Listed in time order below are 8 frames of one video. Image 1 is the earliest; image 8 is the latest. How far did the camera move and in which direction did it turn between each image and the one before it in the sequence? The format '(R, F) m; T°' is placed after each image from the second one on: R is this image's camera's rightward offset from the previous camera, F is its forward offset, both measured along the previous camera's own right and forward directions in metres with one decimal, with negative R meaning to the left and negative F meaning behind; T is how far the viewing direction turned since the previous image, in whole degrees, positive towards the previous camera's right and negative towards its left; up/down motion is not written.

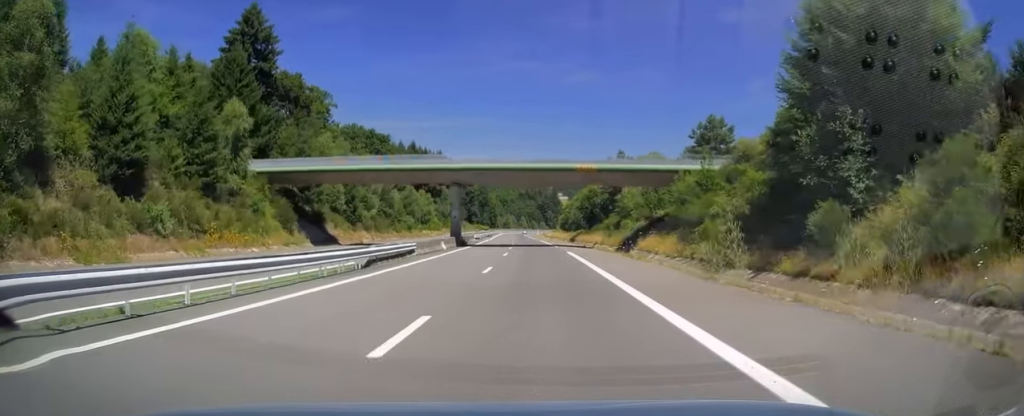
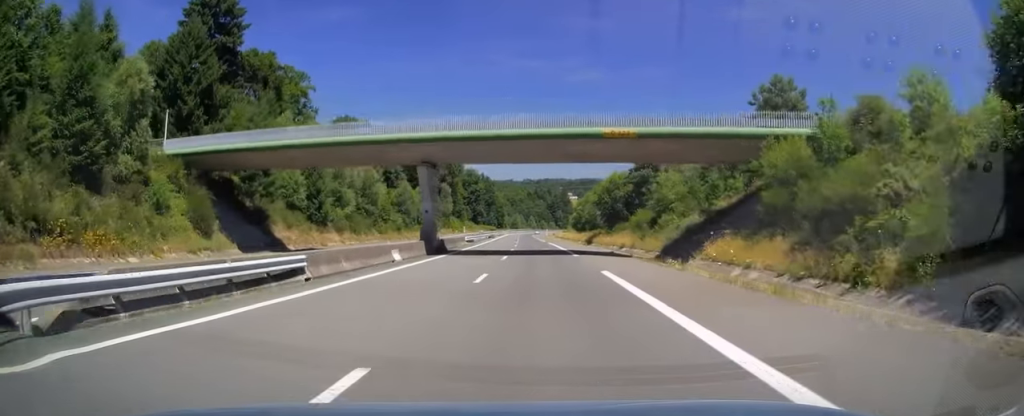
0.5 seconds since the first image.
(-0.1, +16.7) m; -1°
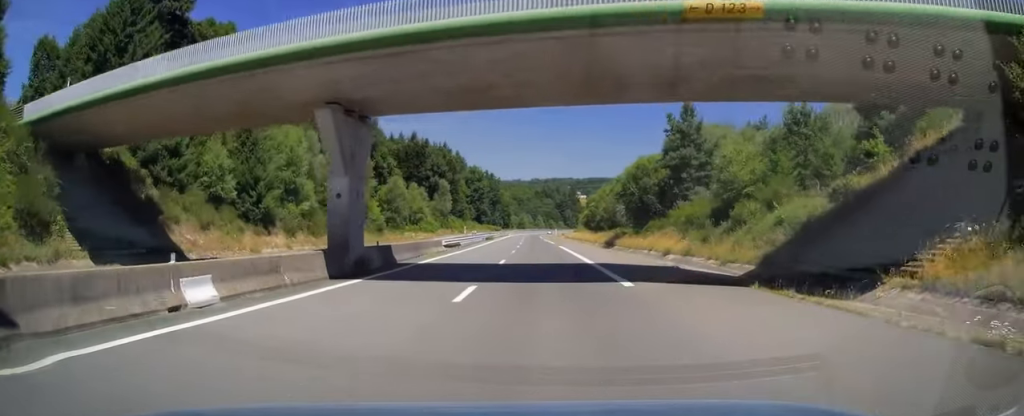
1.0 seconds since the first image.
(0.0, +17.3) m; -1°
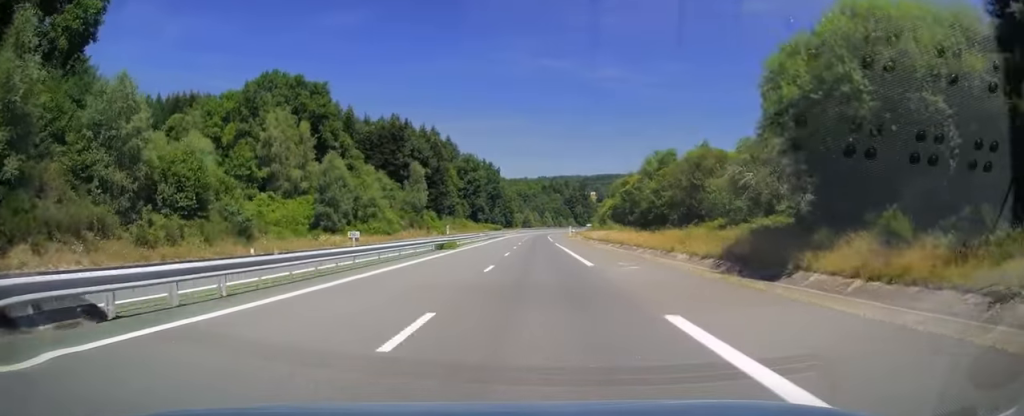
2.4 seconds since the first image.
(-0.8, +44.3) m; -1°
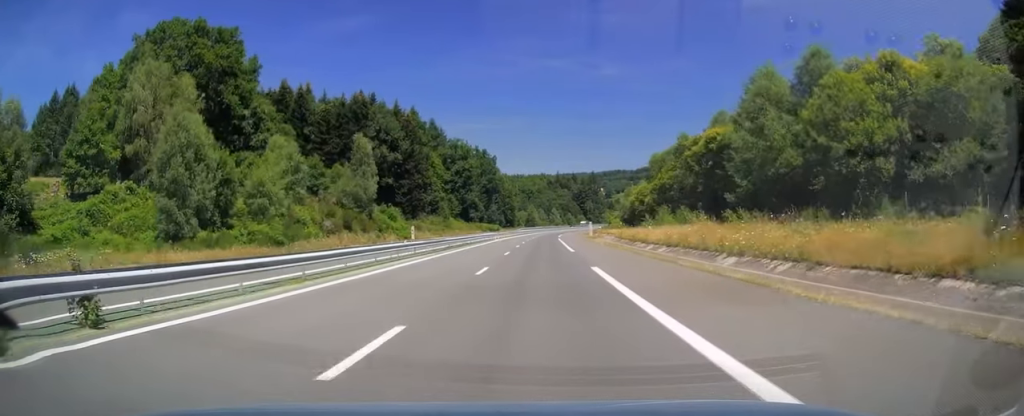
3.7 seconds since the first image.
(0.0, +40.6) m; 0°
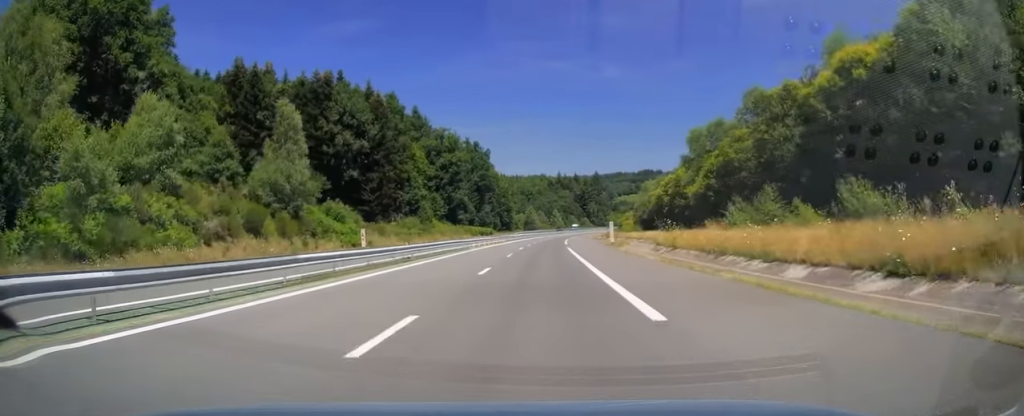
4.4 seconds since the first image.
(-0.1, +25.4) m; 0°
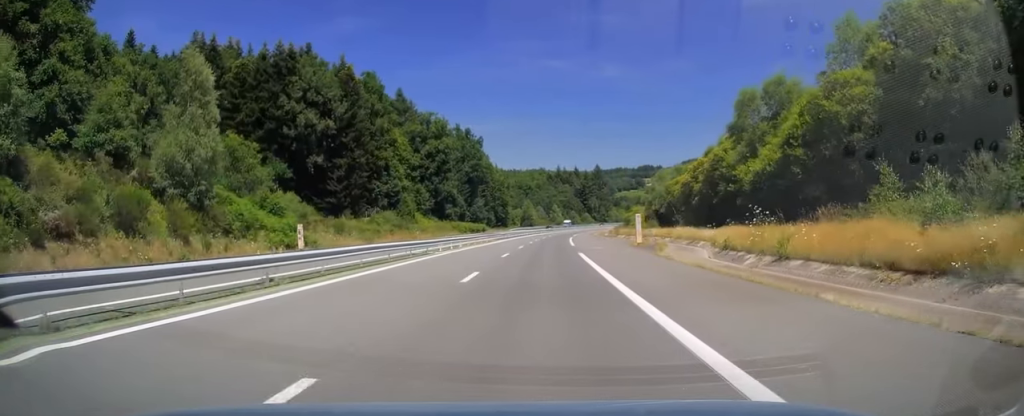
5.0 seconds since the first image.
(+0.1, +17.3) m; +1°
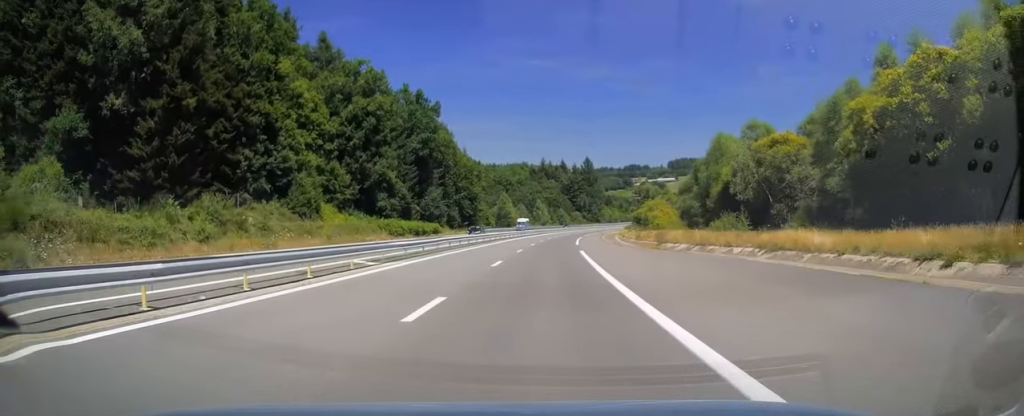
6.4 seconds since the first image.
(+0.3, +45.4) m; +1°
